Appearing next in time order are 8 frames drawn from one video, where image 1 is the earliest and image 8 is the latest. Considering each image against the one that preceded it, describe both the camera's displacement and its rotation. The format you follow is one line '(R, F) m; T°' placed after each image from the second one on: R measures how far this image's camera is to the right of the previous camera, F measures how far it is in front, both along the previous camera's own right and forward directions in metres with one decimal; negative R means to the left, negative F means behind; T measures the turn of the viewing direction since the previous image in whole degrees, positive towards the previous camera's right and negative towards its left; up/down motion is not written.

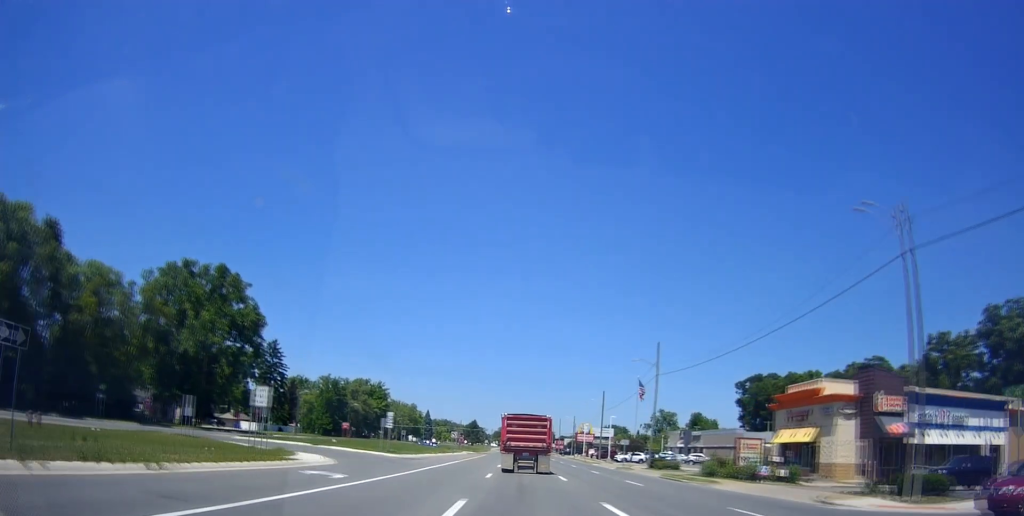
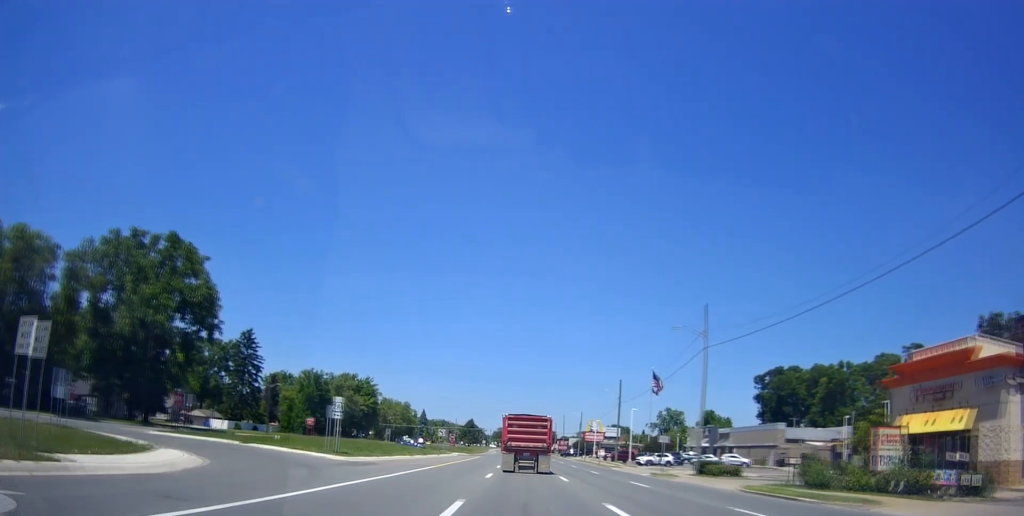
(+0.1, +15.6) m; -1°
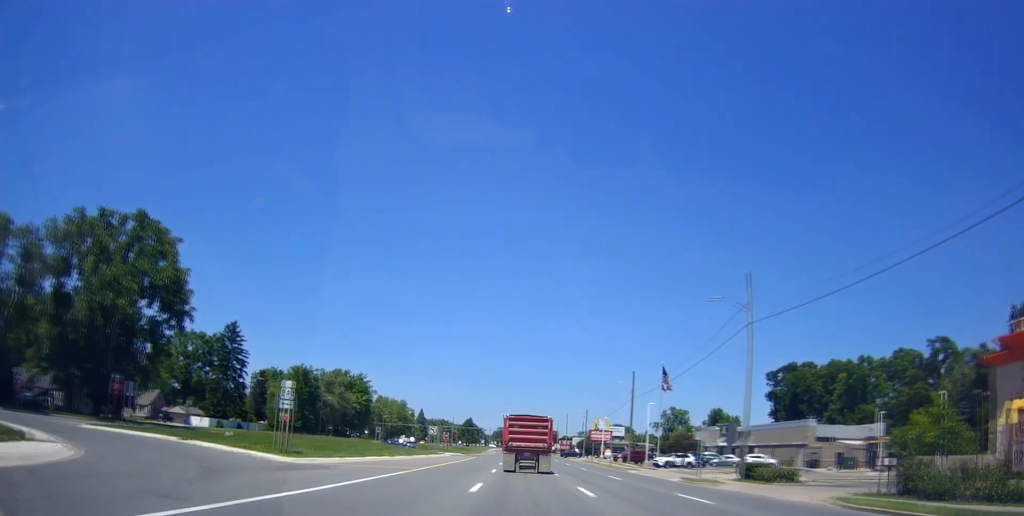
(+0.2, +8.7) m; -1°
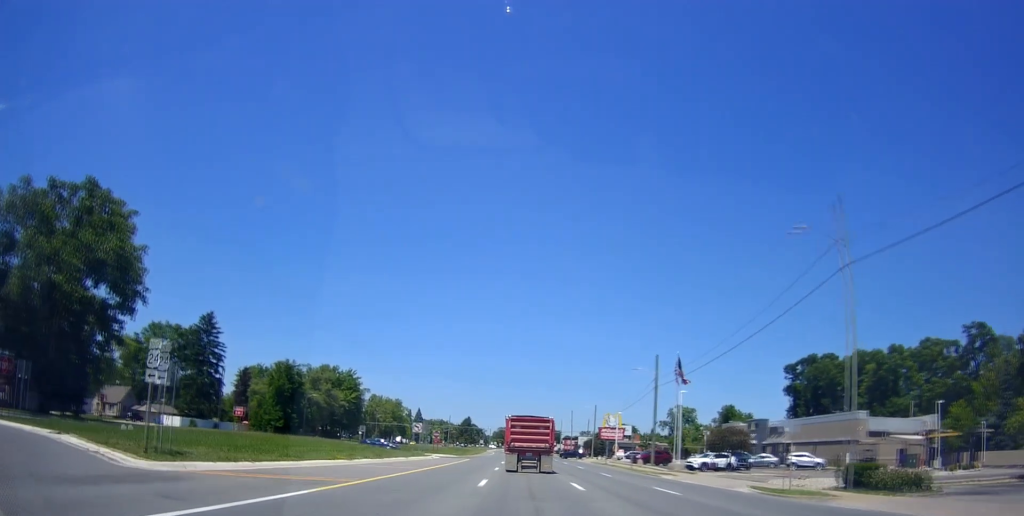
(-0.4, +11.6) m; 0°
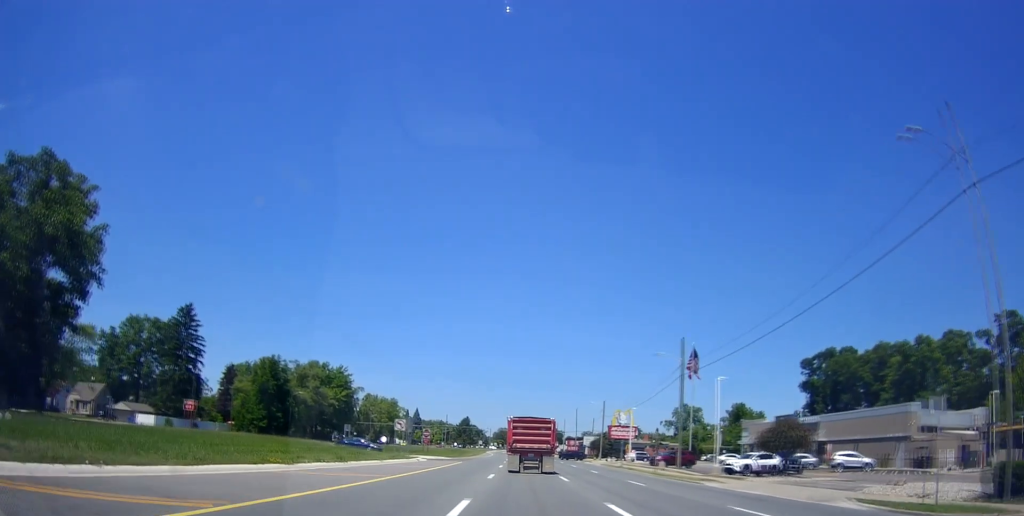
(-0.4, +9.1) m; 0°
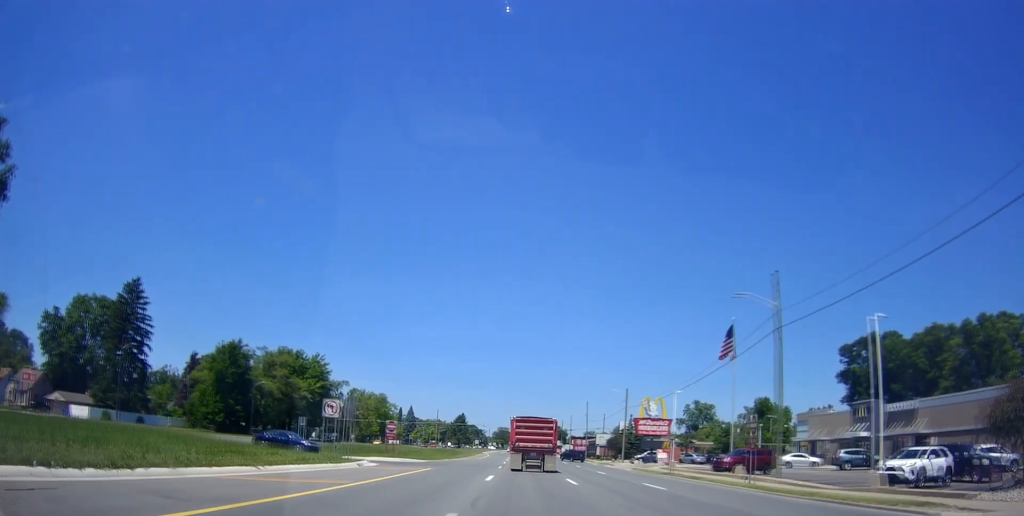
(+0.8, +18.7) m; +1°
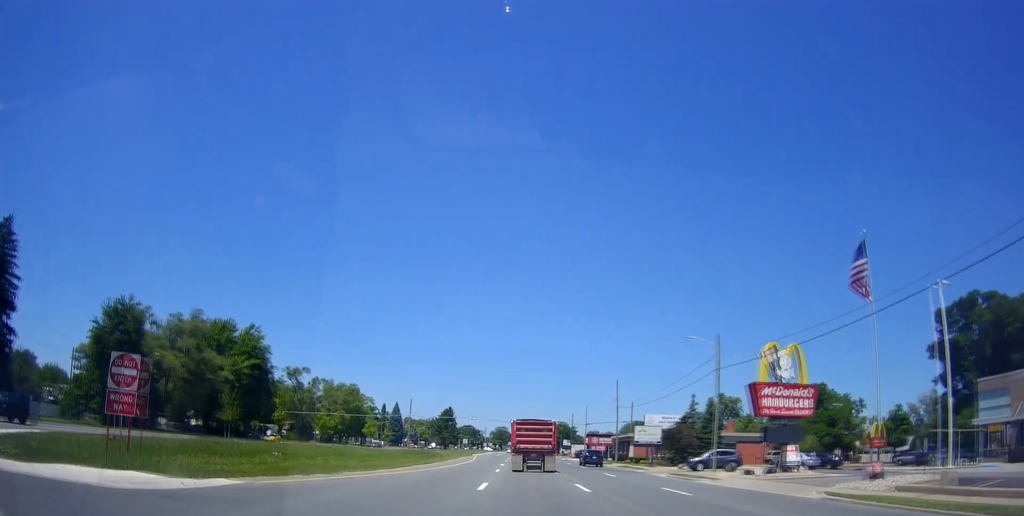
(0.0, +34.5) m; +1°
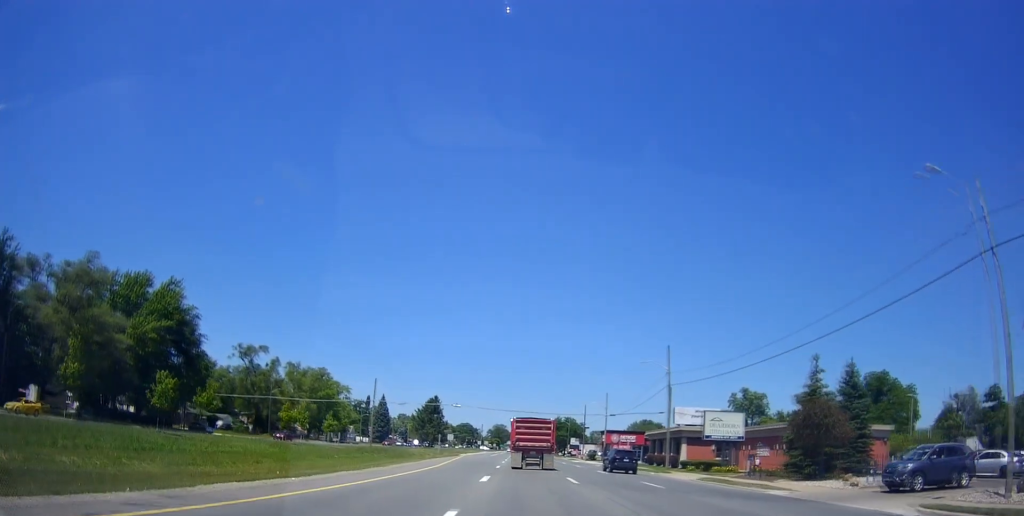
(-0.5, +26.3) m; -2°
